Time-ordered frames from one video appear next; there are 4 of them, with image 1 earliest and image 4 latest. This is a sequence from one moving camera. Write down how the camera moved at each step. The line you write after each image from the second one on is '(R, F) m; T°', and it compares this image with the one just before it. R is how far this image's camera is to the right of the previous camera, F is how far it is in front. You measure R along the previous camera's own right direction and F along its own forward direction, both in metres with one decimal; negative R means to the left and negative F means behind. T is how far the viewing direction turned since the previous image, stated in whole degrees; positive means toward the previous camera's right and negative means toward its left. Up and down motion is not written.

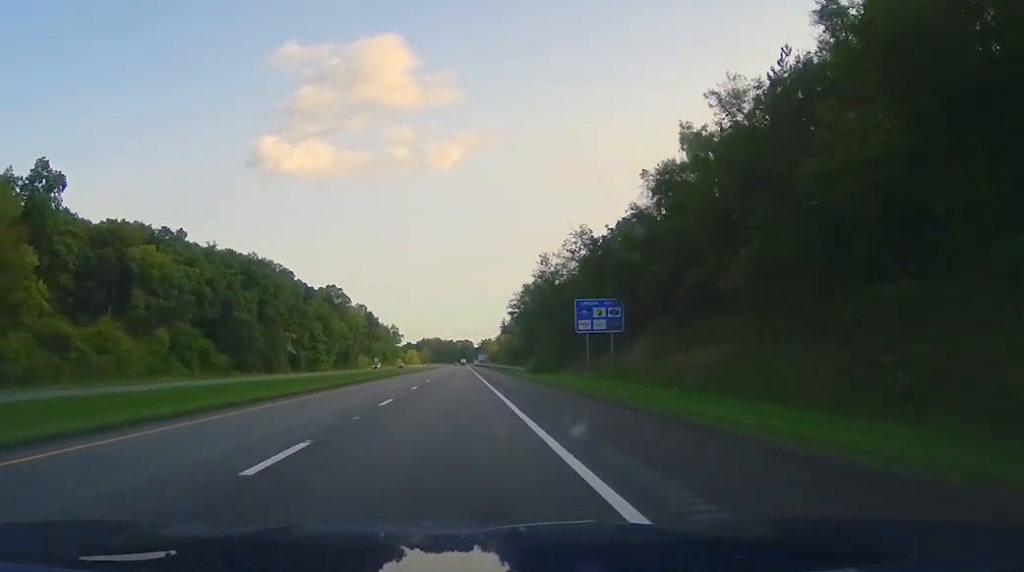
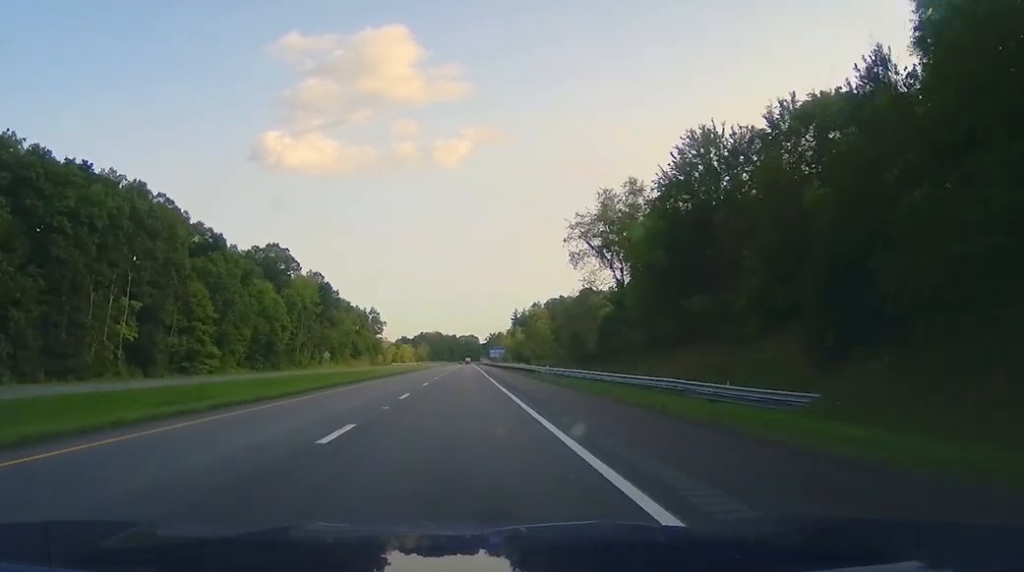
(0.0, +94.2) m; 0°
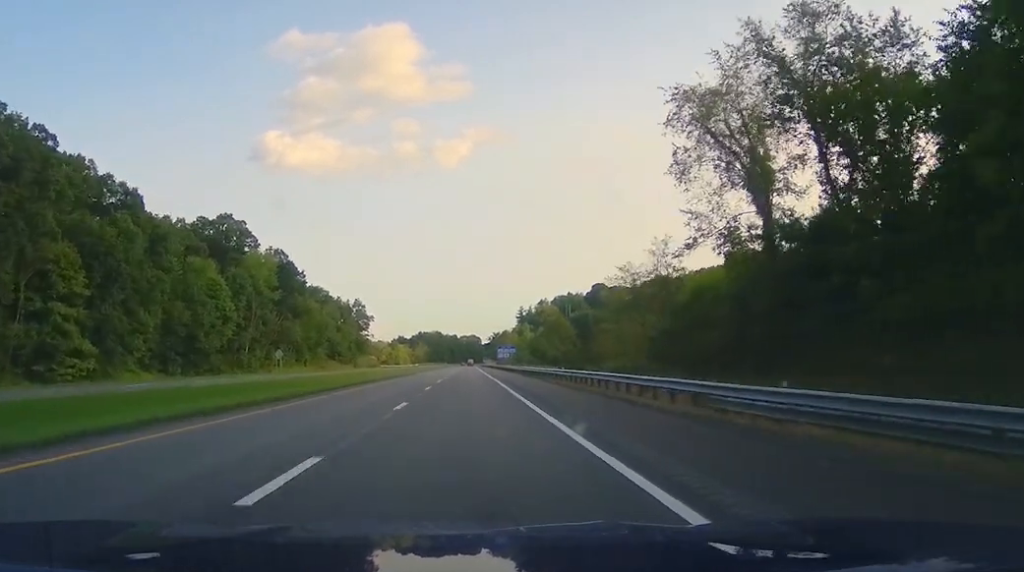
(0.0, +41.0) m; 0°
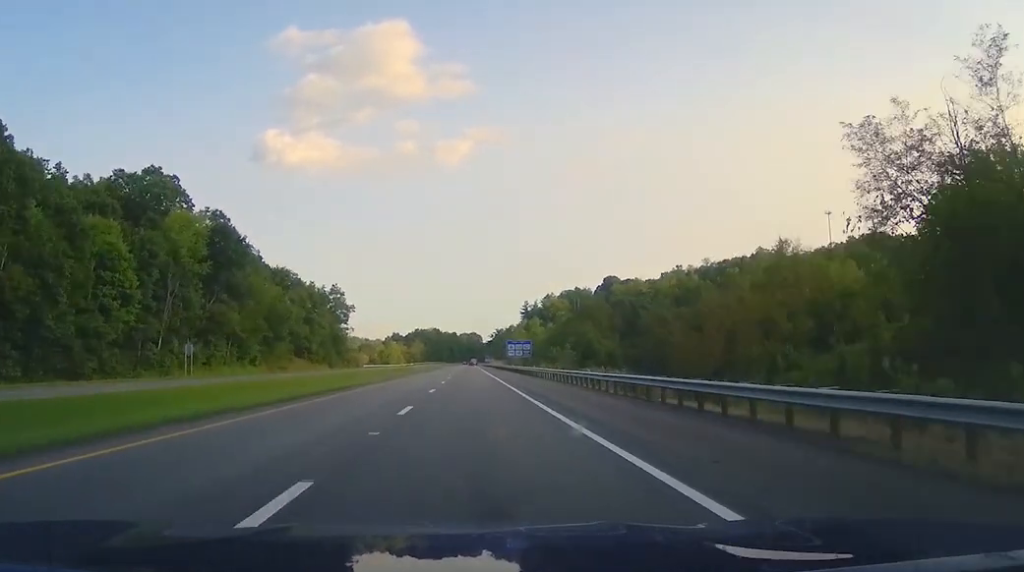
(0.0, +38.3) m; 0°
